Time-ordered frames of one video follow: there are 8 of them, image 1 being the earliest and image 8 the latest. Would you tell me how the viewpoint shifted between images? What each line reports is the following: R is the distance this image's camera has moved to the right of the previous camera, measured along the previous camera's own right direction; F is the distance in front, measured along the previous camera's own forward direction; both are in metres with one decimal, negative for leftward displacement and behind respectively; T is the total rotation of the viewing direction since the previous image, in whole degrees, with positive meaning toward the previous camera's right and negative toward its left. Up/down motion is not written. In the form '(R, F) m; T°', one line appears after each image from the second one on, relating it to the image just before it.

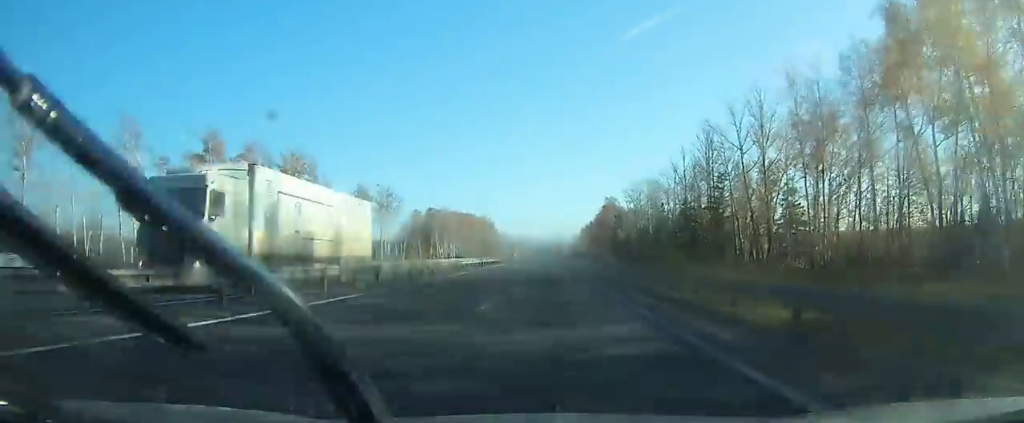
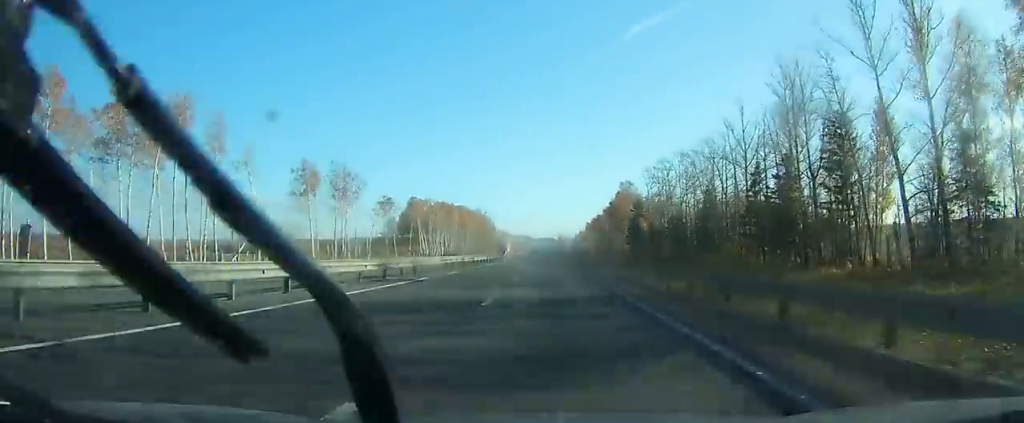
(+0.1, +37.9) m; 0°
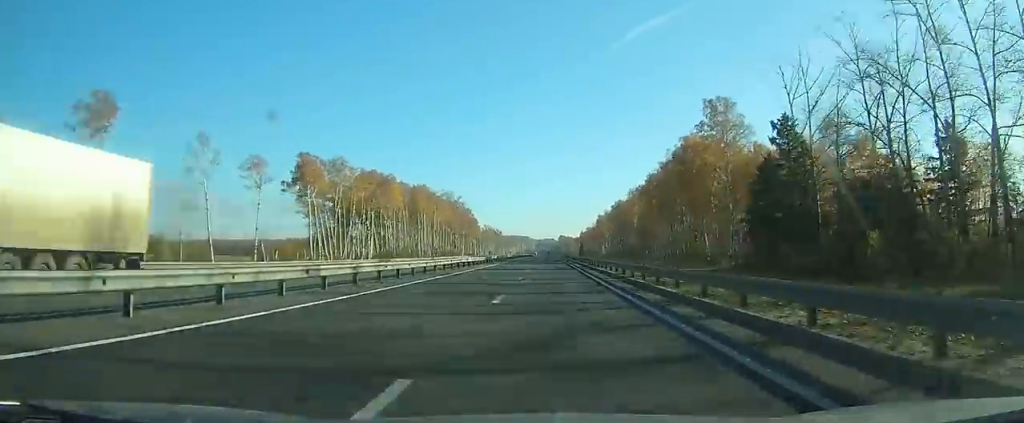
(0.0, +92.6) m; 0°
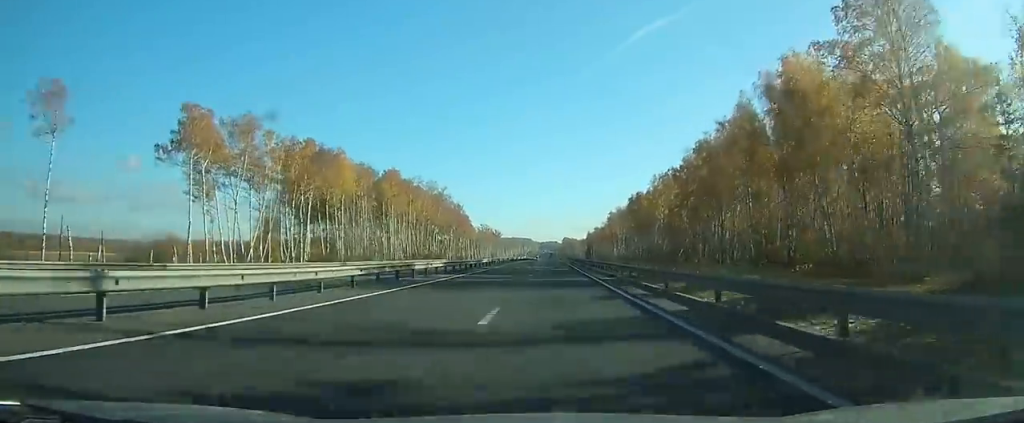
(0.0, +40.6) m; 0°
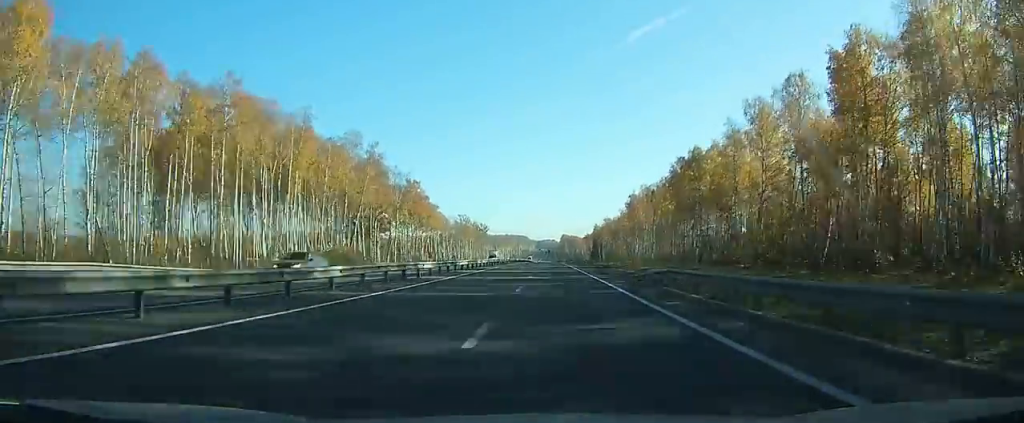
(-0.1, +76.2) m; 0°
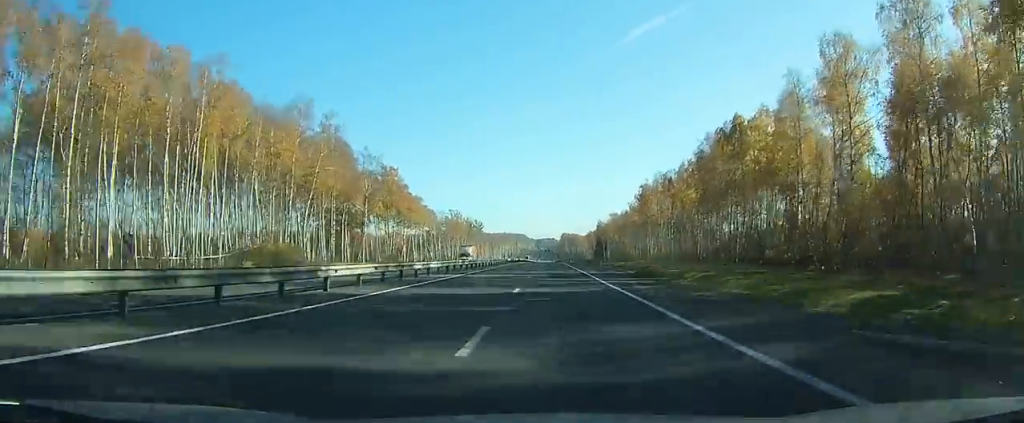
(-0.1, +24.3) m; 0°
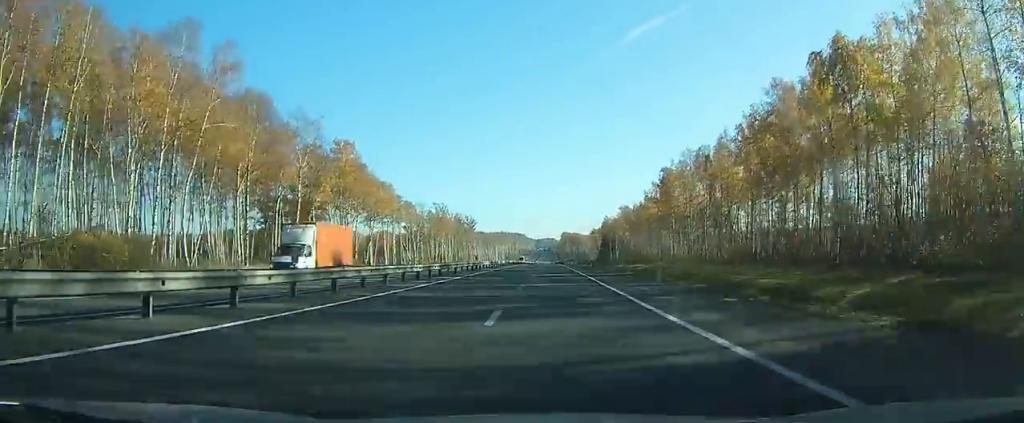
(0.0, +32.0) m; 0°
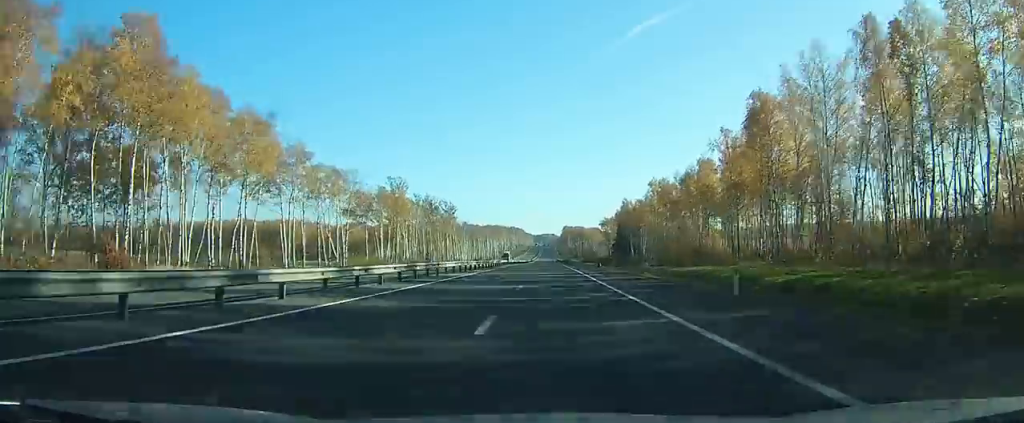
(+0.1, +58.0) m; 0°
